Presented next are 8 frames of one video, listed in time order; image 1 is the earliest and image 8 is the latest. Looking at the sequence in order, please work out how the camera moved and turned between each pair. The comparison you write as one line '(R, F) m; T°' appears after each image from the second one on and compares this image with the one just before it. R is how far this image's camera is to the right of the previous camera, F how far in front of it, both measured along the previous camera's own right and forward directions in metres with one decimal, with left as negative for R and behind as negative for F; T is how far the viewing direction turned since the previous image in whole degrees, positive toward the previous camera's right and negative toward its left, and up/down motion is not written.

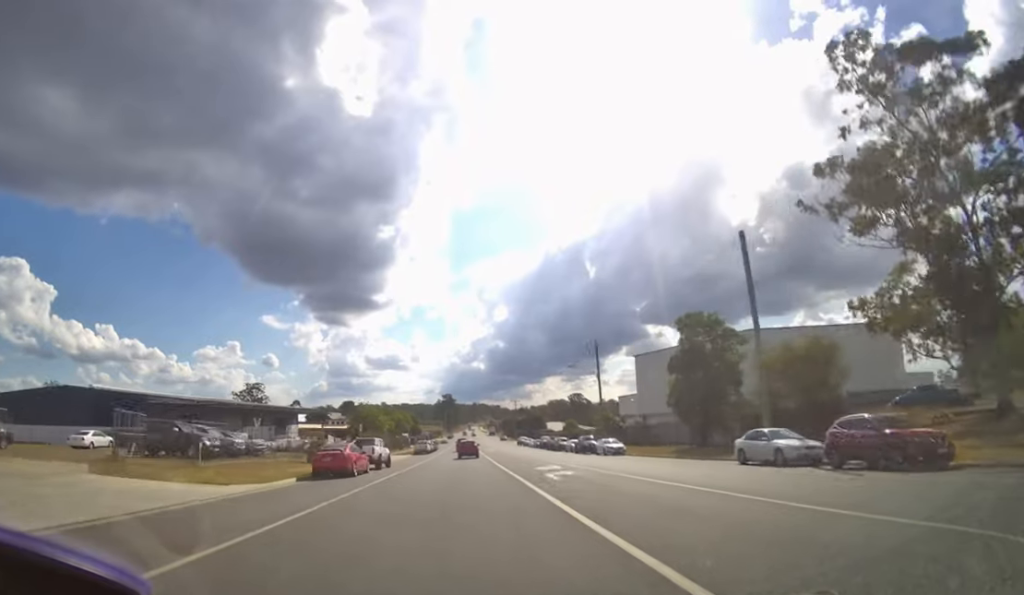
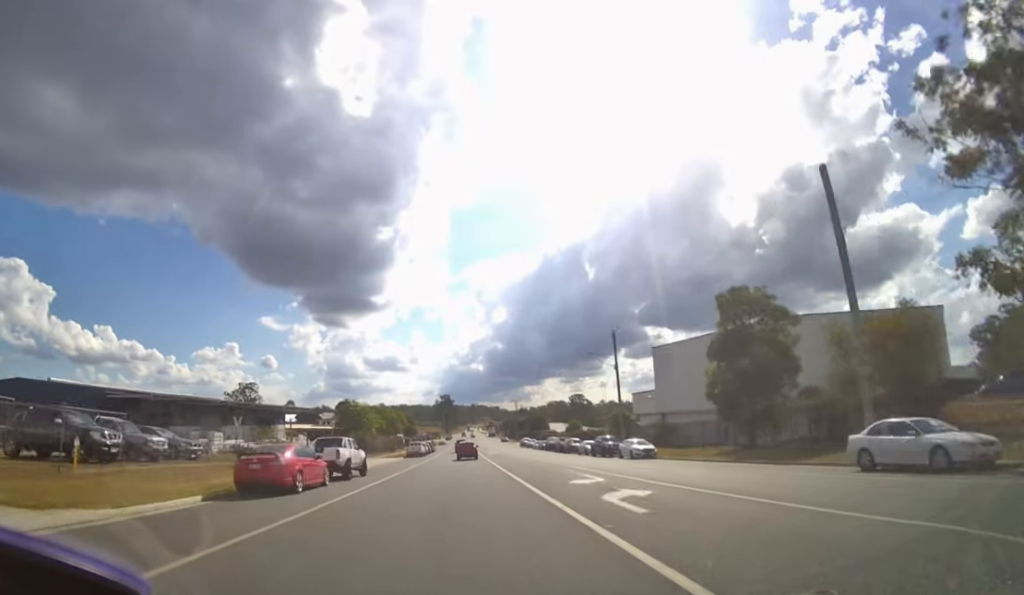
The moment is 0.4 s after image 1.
(0.0, +6.2) m; 0°
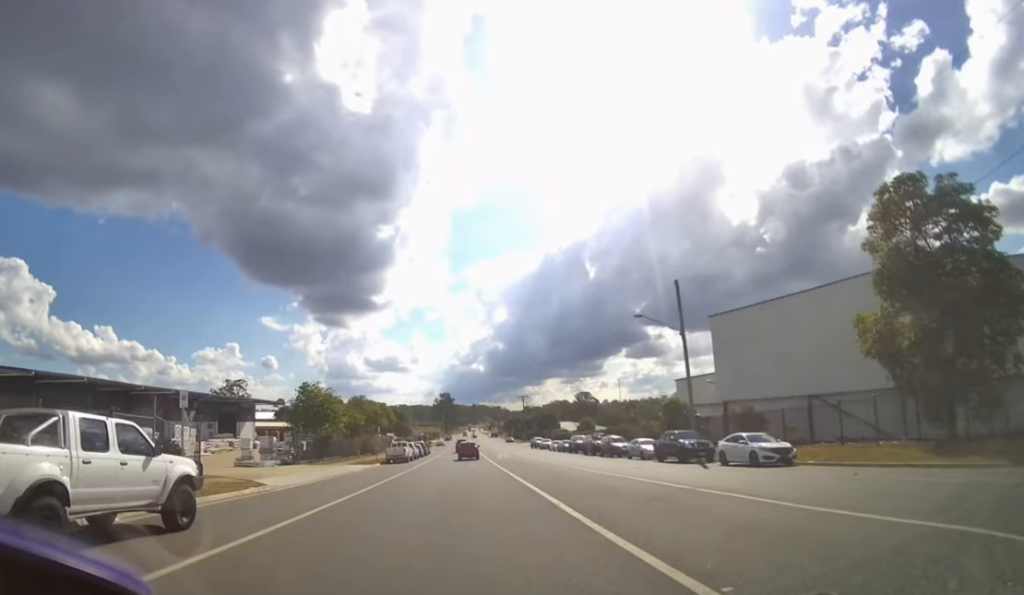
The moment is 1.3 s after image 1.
(0.0, +13.5) m; 0°
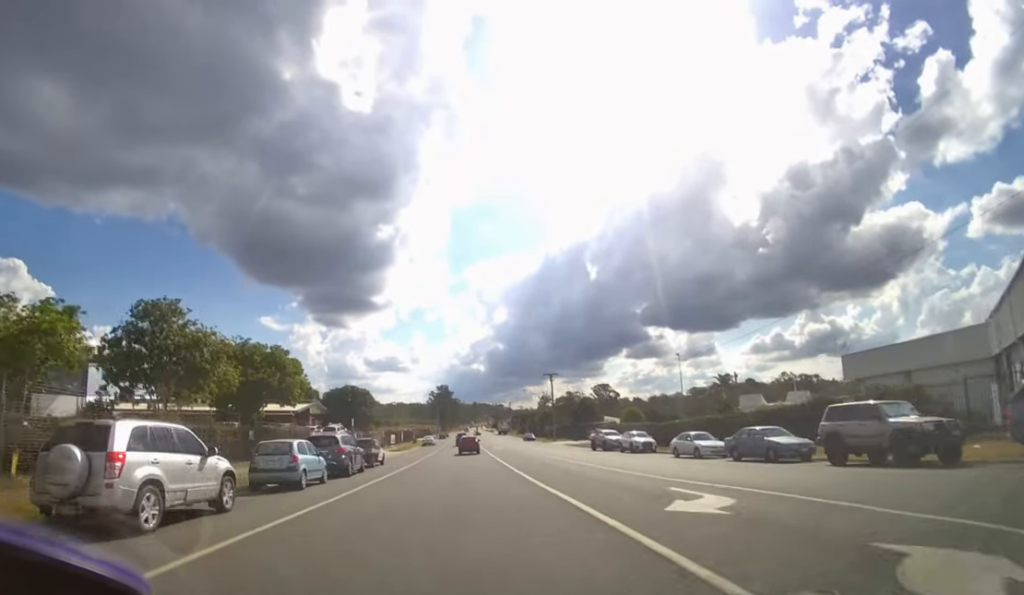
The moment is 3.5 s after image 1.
(-0.1, +40.8) m; 0°
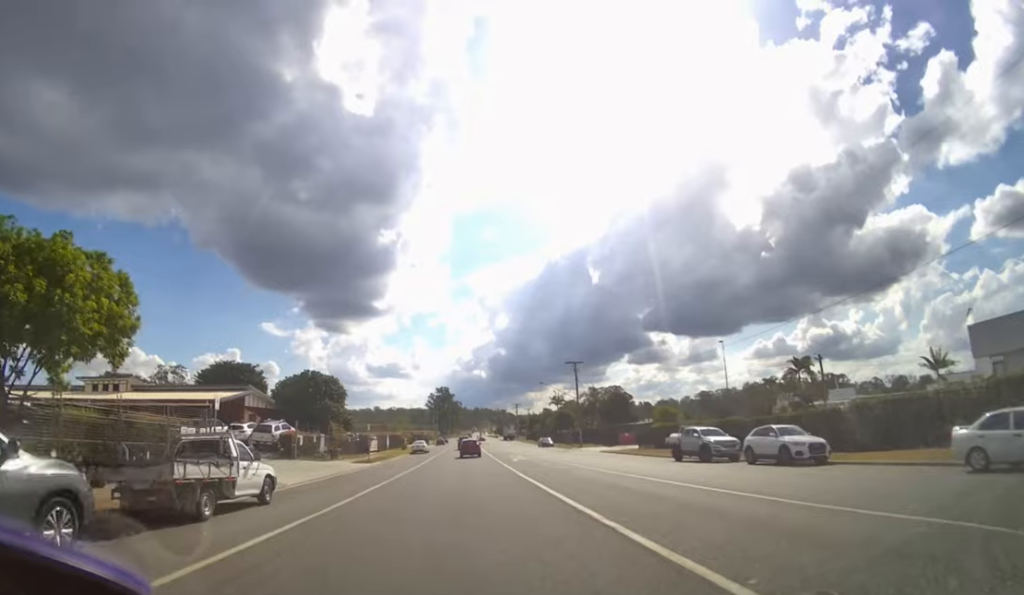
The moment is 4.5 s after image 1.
(0.0, +20.4) m; 0°
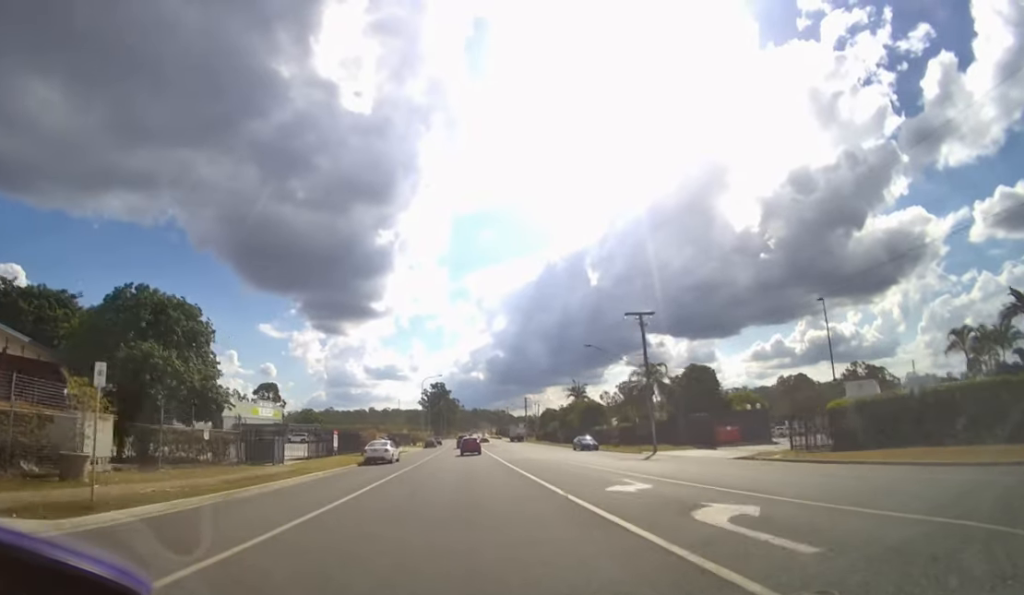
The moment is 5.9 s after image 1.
(-0.1, +32.2) m; 0°
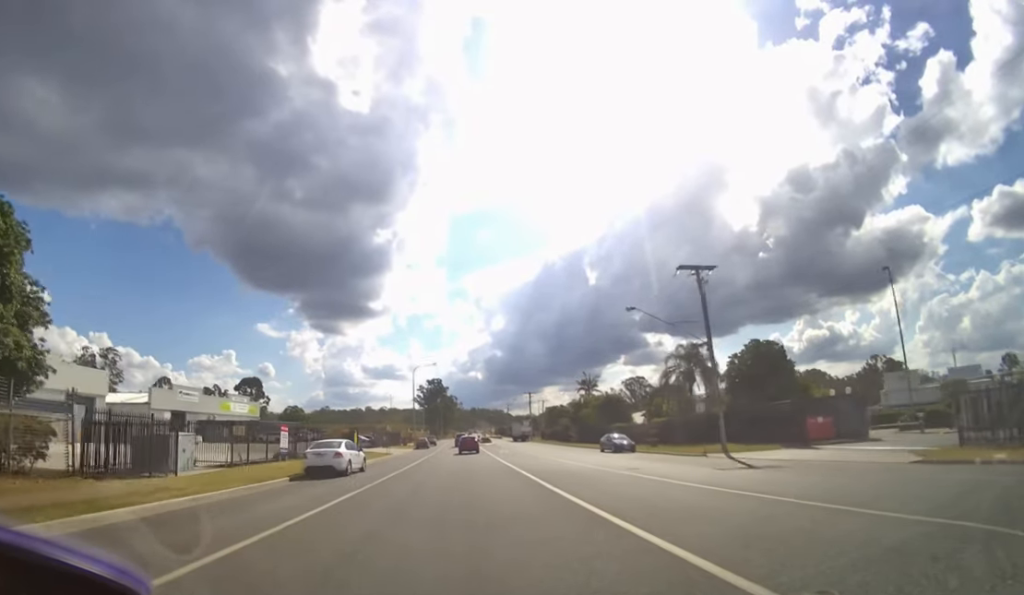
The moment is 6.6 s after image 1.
(0.0, +12.9) m; 0°
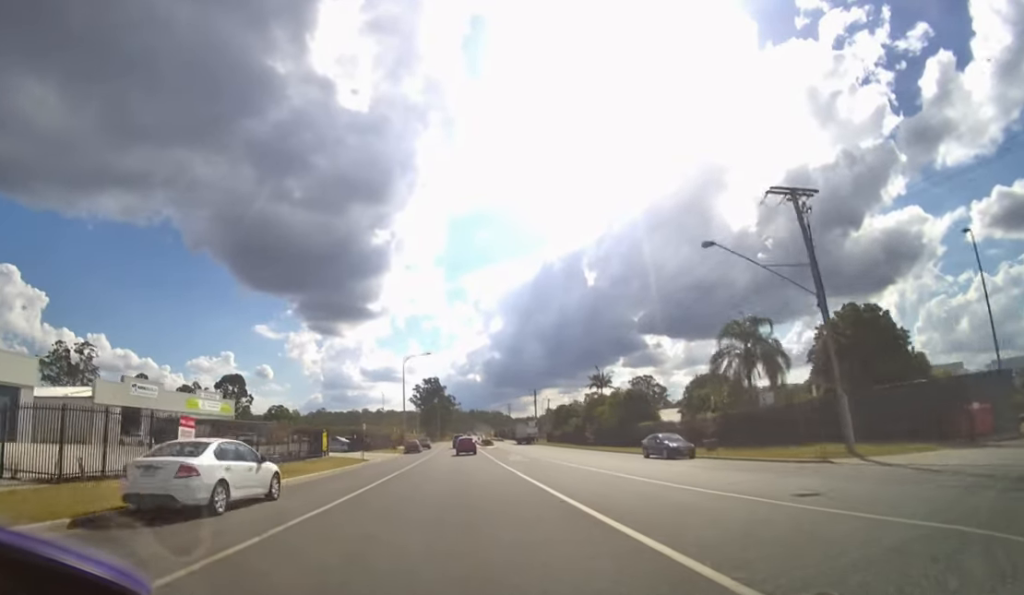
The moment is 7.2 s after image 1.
(0.0, +11.6) m; 0°
